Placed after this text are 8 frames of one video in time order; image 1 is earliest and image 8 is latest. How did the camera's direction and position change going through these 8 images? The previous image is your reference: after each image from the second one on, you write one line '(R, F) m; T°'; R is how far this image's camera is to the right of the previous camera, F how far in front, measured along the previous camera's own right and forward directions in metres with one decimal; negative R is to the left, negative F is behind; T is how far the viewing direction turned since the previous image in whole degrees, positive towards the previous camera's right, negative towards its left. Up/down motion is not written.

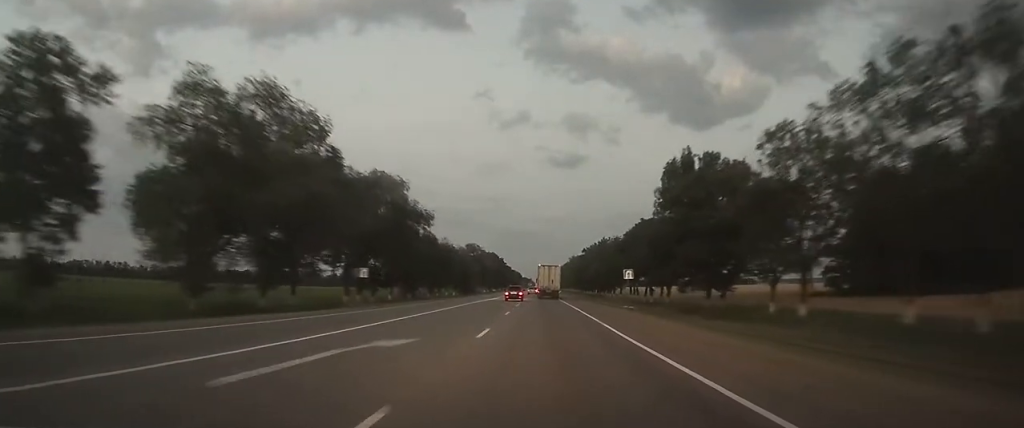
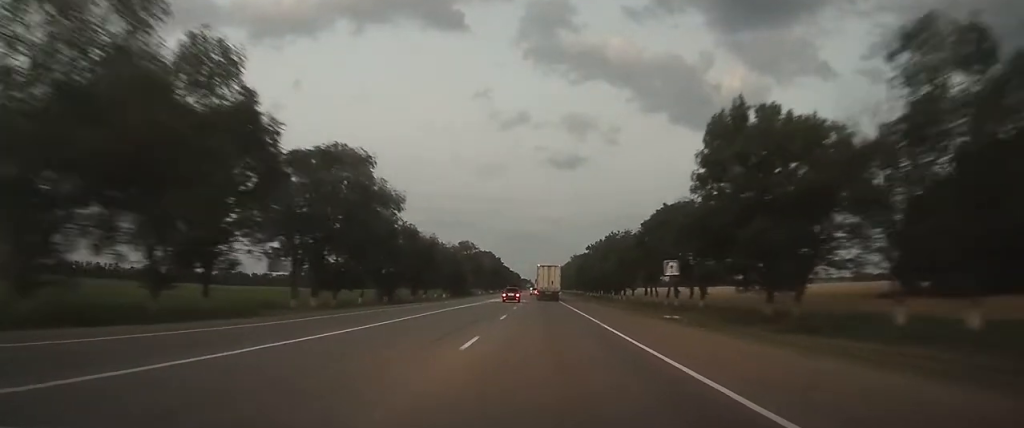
(0.0, +14.8) m; 0°
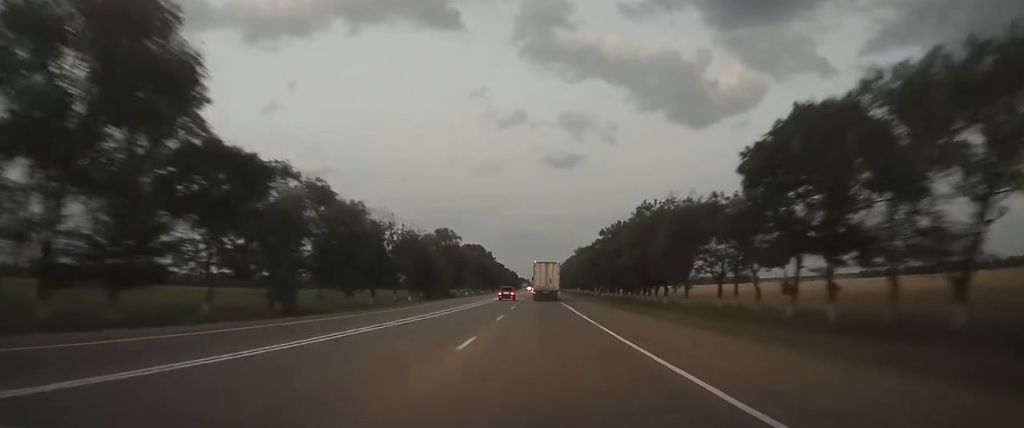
(+0.2, +35.2) m; 0°
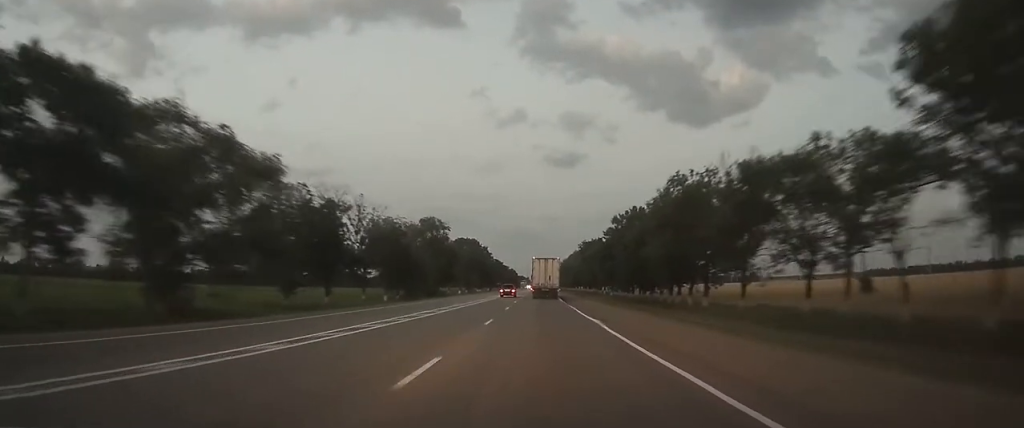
(-0.1, +17.0) m; 0°
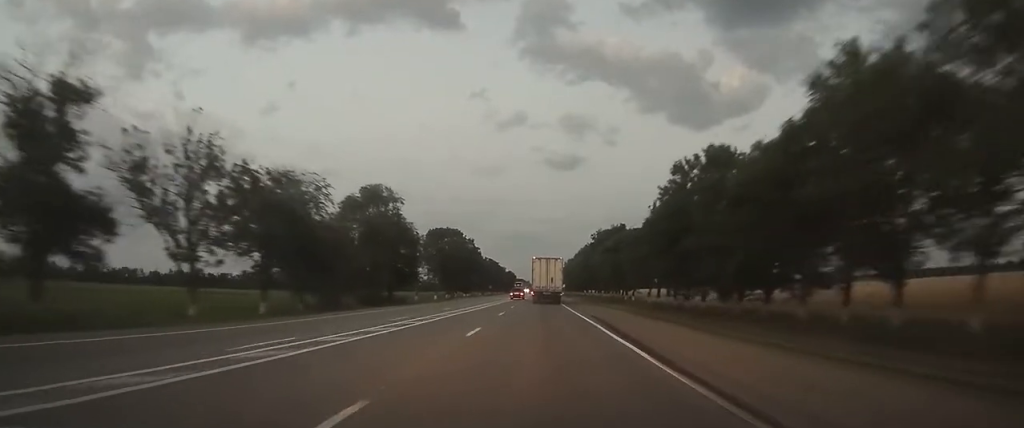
(-0.1, +40.1) m; 0°
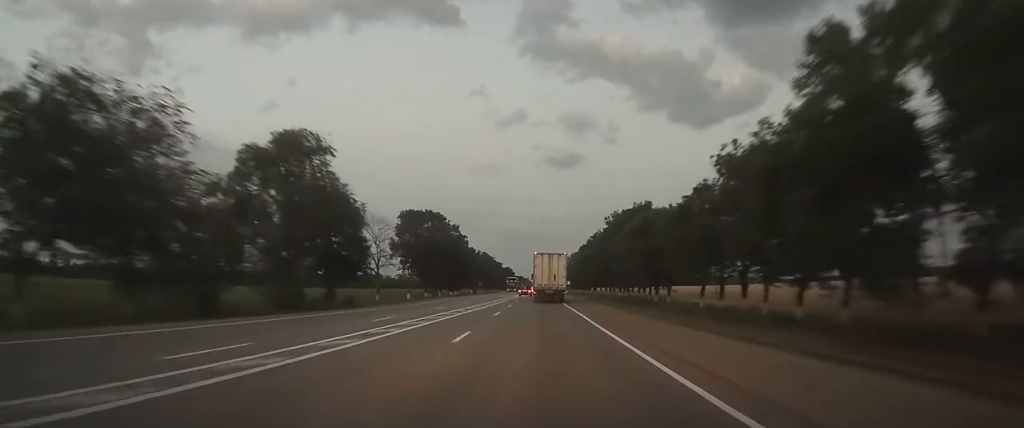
(+0.1, +26.0) m; 0°
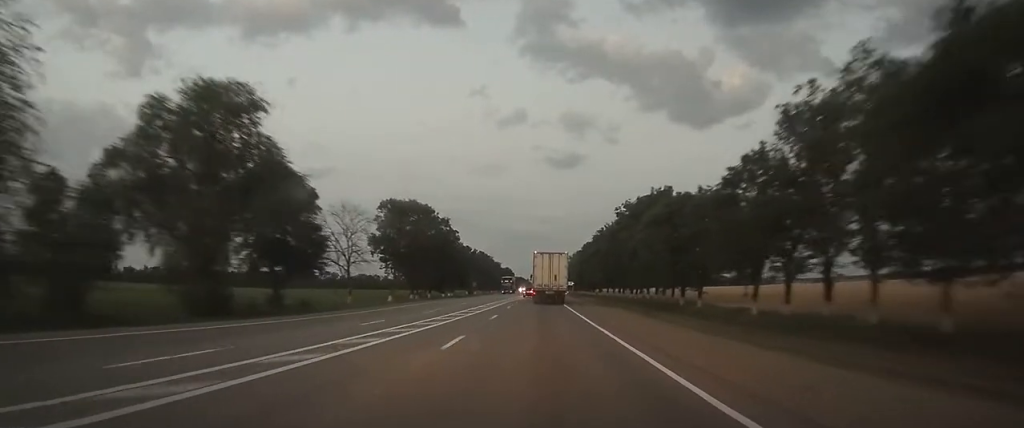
(0.0, +13.3) m; 0°
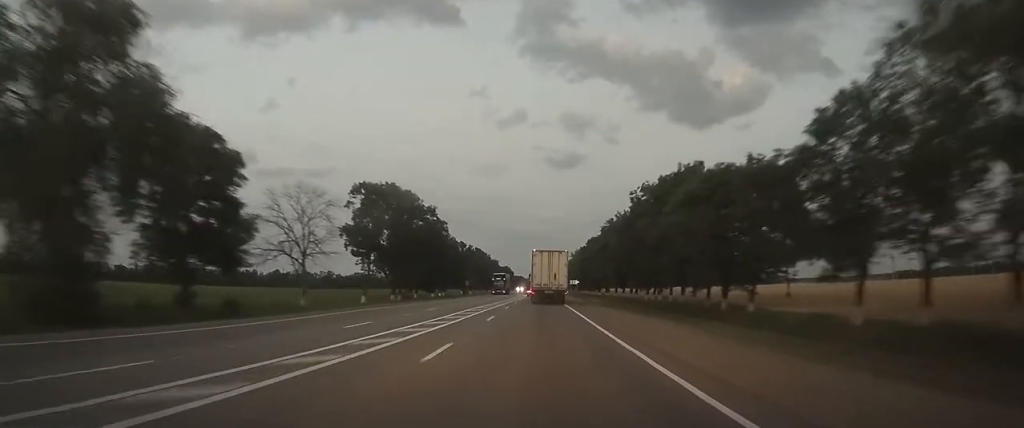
(0.0, +13.8) m; 0°
